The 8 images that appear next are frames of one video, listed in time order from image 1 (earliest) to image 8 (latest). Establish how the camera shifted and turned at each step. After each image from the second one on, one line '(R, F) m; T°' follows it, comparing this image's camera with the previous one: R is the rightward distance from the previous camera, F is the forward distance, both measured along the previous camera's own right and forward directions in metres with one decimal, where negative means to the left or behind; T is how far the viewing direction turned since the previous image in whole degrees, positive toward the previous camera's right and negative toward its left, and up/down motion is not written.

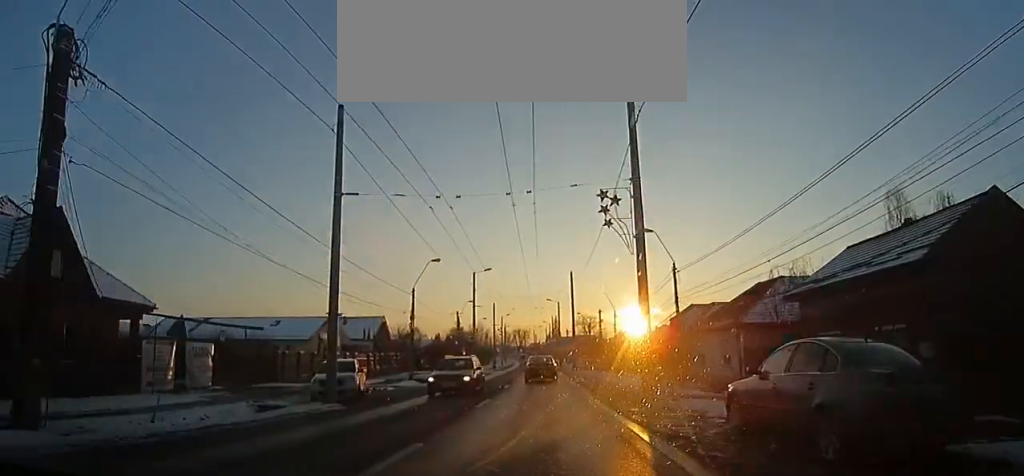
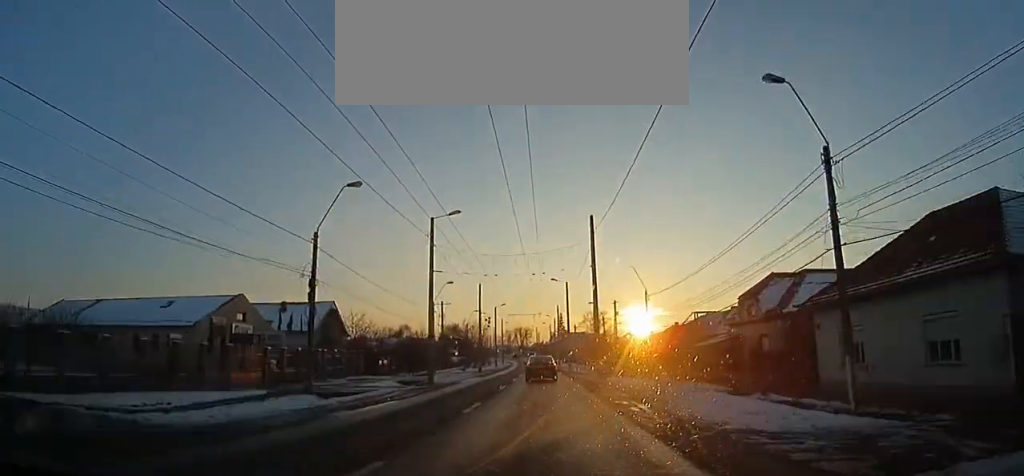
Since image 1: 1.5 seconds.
(+0.5, +19.6) m; +2°
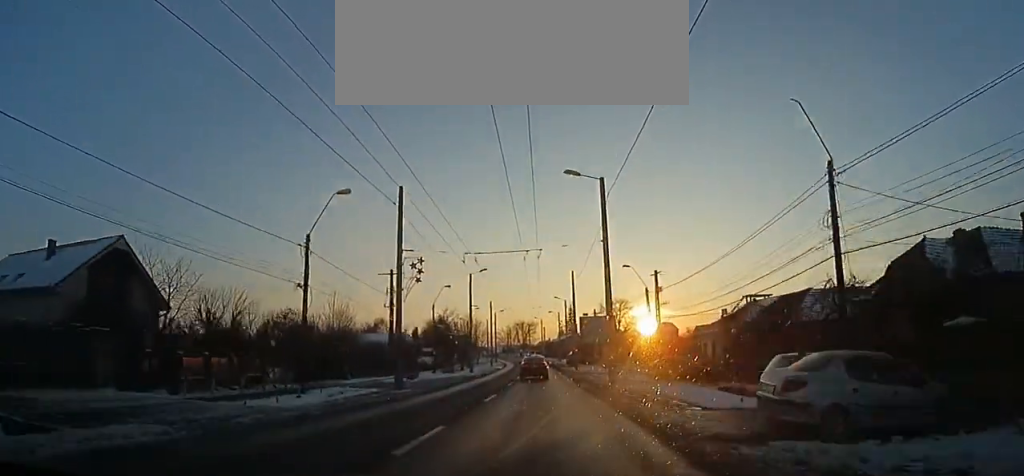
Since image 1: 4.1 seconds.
(+0.1, +32.4) m; 0°
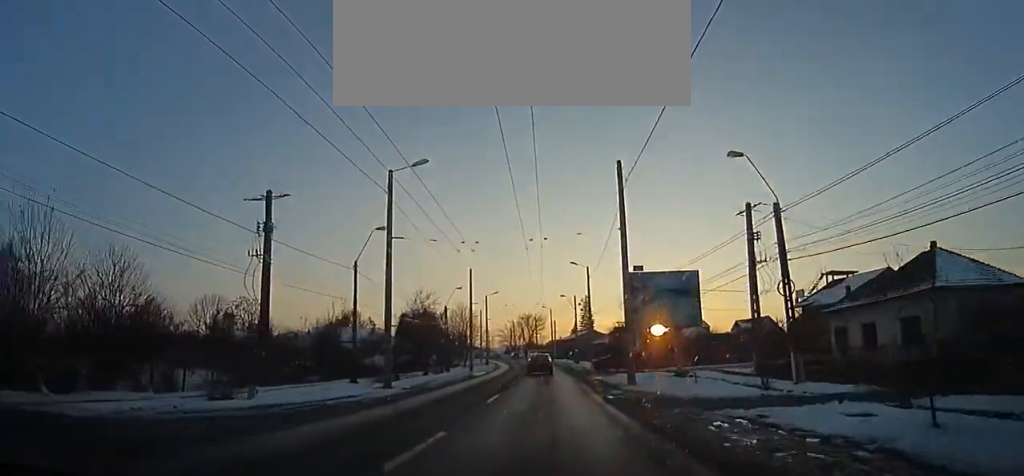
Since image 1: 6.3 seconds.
(0.0, +28.4) m; -1°
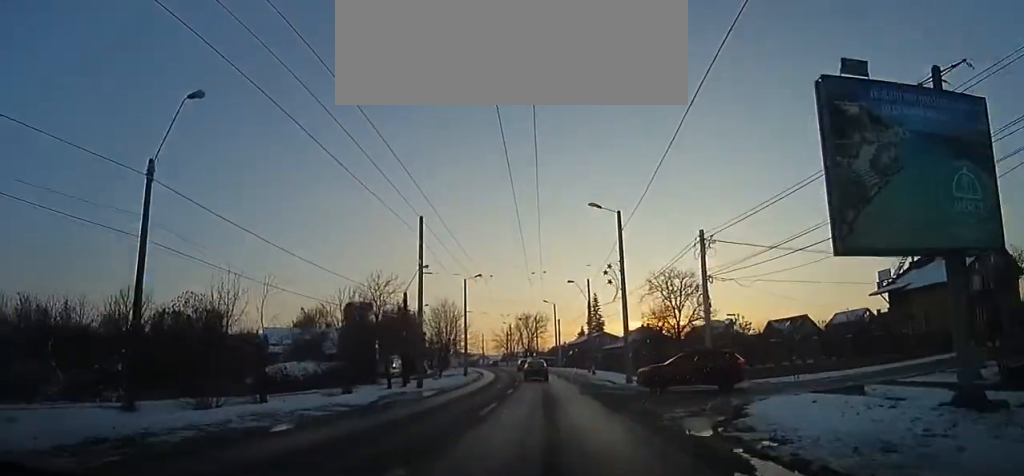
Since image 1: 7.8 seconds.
(-0.1, +20.7) m; -2°
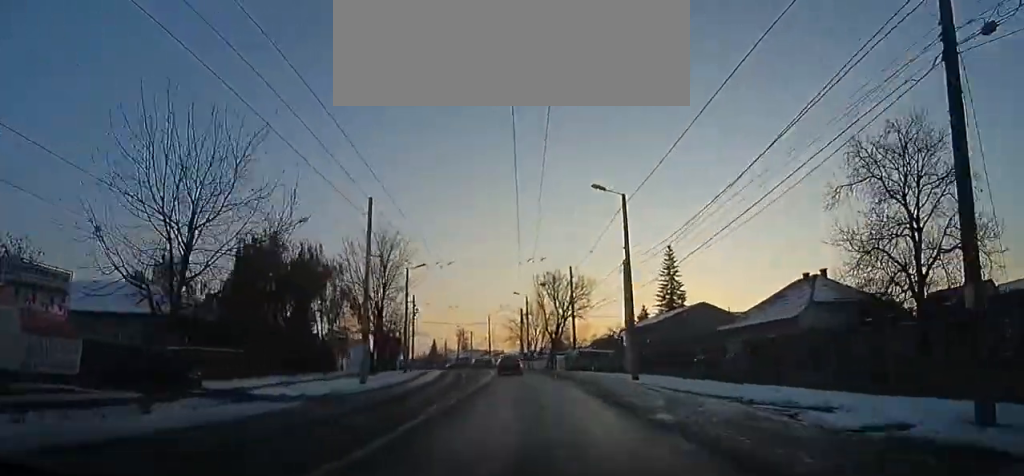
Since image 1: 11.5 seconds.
(-1.5, +49.7) m; -4°
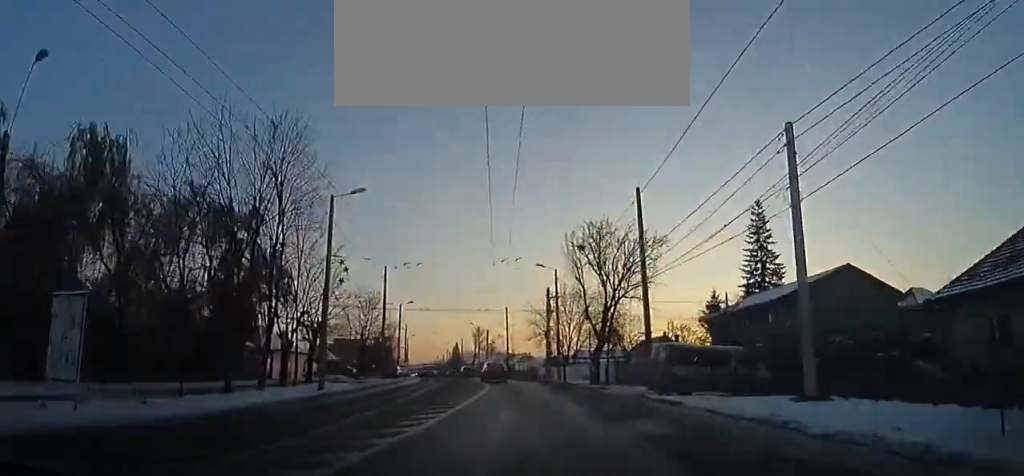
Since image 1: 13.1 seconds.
(-0.7, +22.2) m; -3°
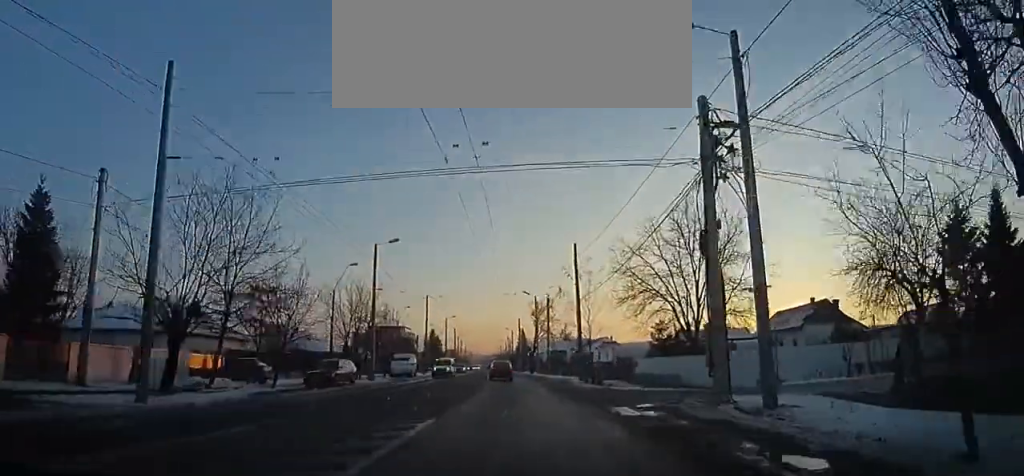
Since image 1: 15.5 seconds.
(-1.2, +32.6) m; -6°
